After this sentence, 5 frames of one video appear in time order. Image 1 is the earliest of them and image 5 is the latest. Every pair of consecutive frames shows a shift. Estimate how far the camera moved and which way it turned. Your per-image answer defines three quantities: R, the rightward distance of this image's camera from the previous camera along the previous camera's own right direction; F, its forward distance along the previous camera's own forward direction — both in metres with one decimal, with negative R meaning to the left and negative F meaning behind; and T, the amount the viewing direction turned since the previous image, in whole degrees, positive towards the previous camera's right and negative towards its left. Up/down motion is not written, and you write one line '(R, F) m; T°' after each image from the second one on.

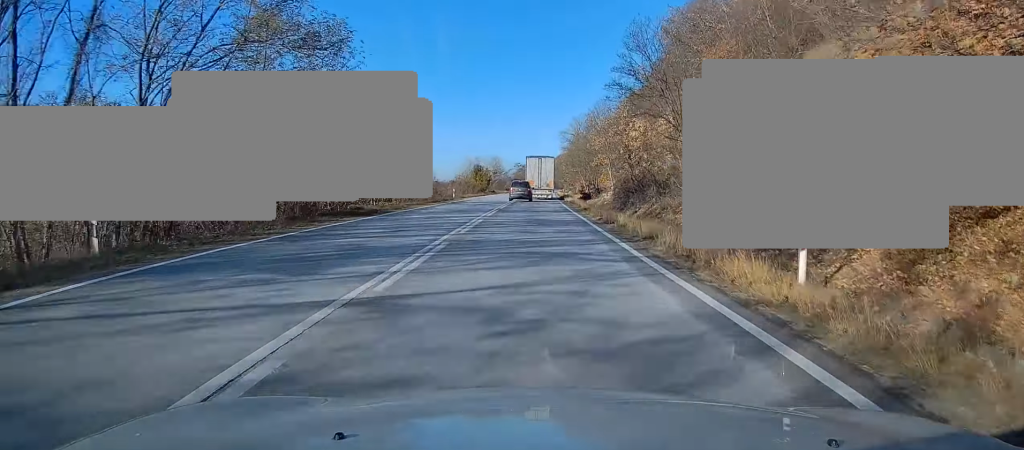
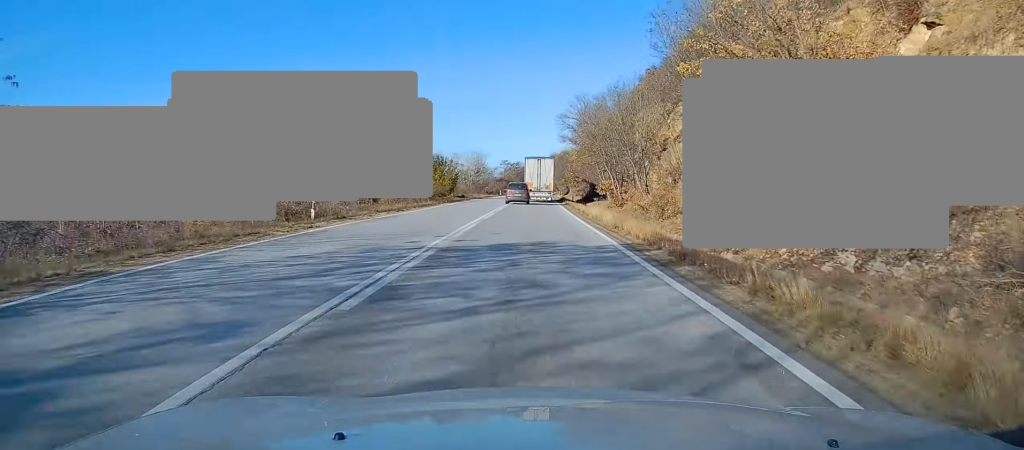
(+0.7, +36.8) m; +3°
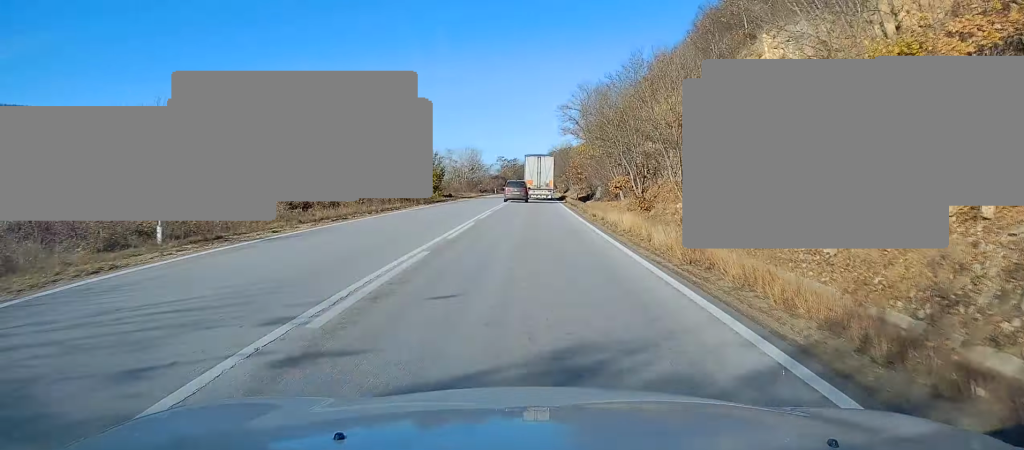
(+0.2, +9.9) m; 0°
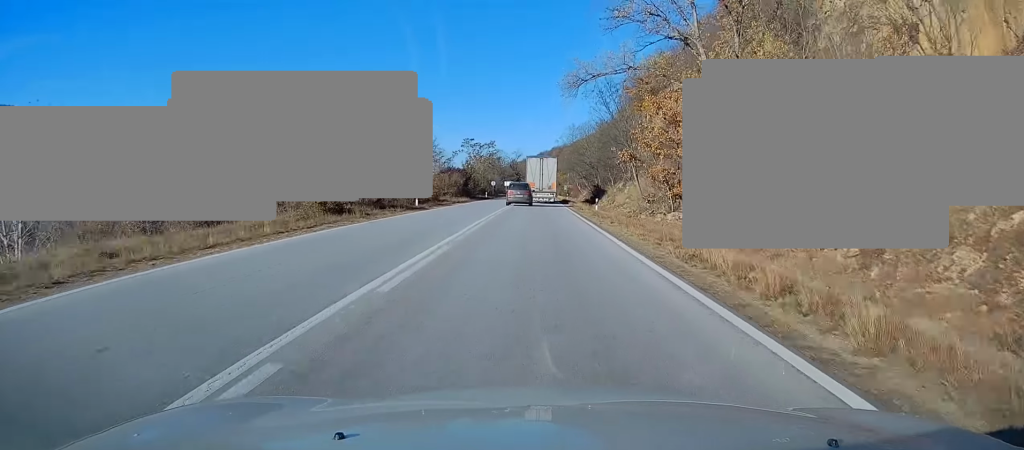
(-0.4, +70.2) m; 0°
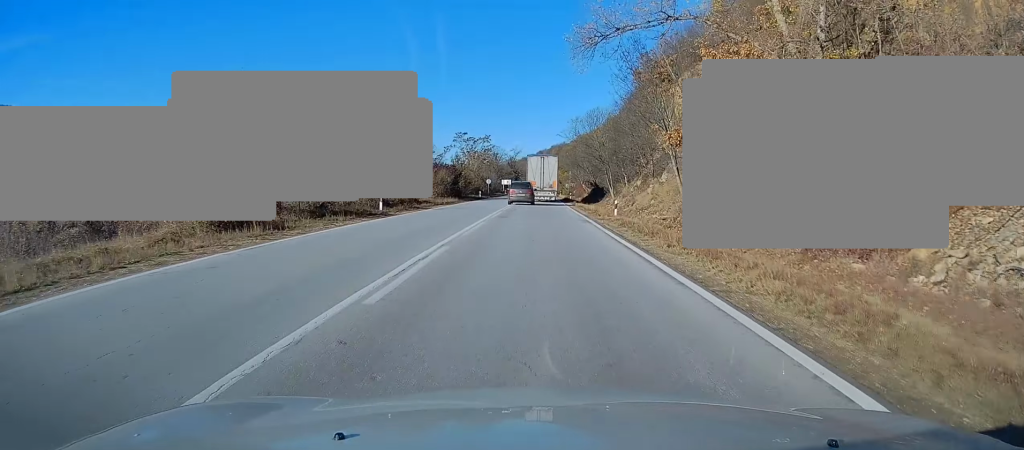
(+0.2, +9.8) m; 0°
